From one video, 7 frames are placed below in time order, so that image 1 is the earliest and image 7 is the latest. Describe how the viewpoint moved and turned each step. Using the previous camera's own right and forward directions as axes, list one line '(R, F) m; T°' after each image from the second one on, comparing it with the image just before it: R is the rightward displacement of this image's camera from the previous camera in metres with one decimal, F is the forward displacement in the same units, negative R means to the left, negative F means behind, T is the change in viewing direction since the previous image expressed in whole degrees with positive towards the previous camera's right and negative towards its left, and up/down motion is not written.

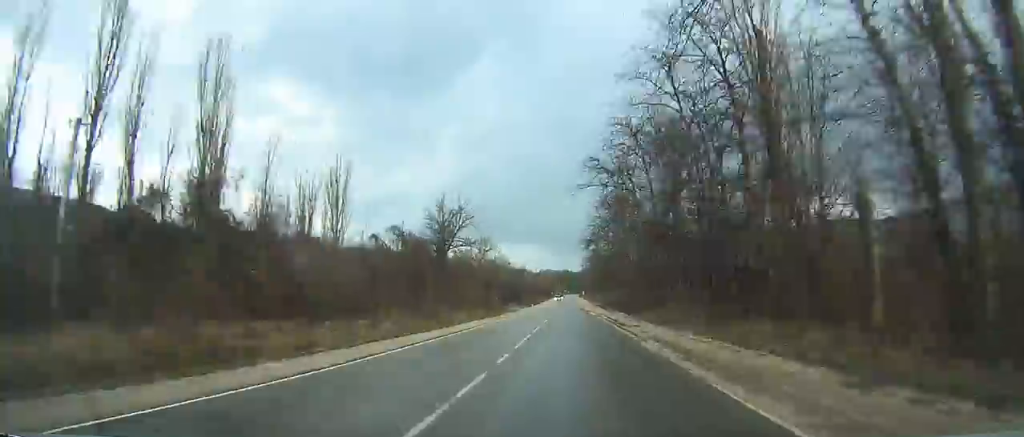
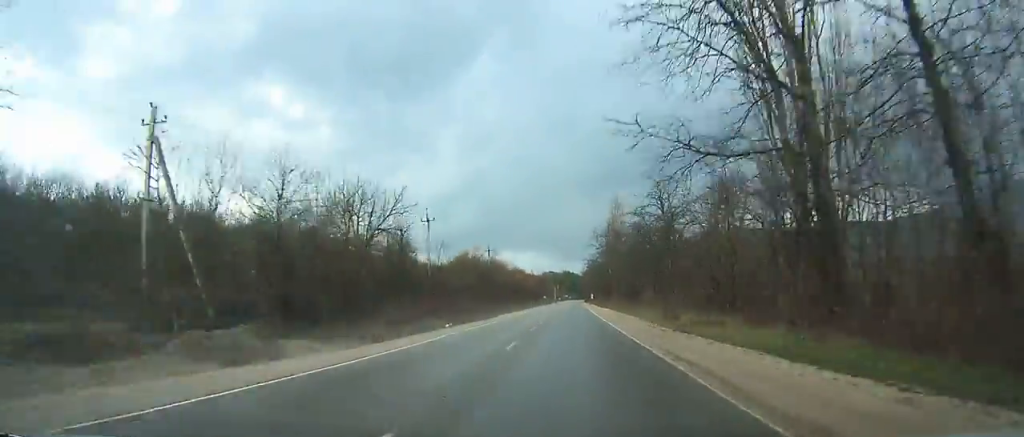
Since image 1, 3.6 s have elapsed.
(-0.2, +82.9) m; 0°
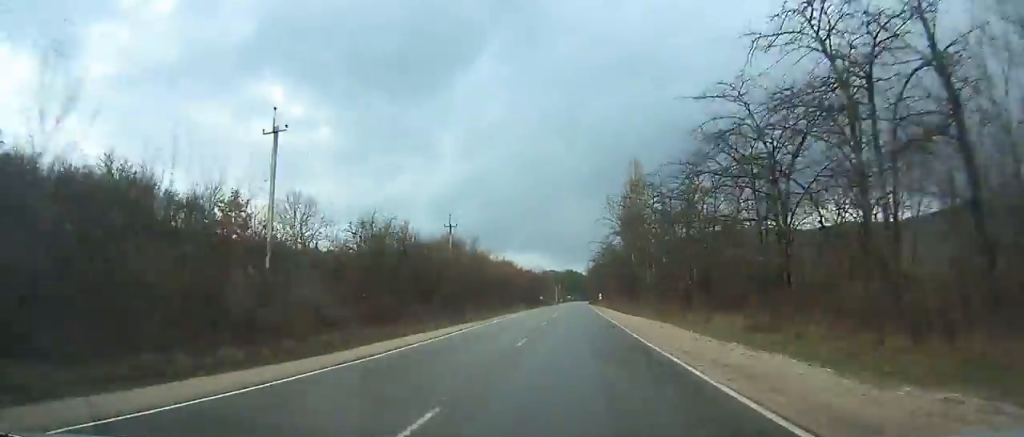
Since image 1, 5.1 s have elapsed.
(0.0, +33.9) m; 0°
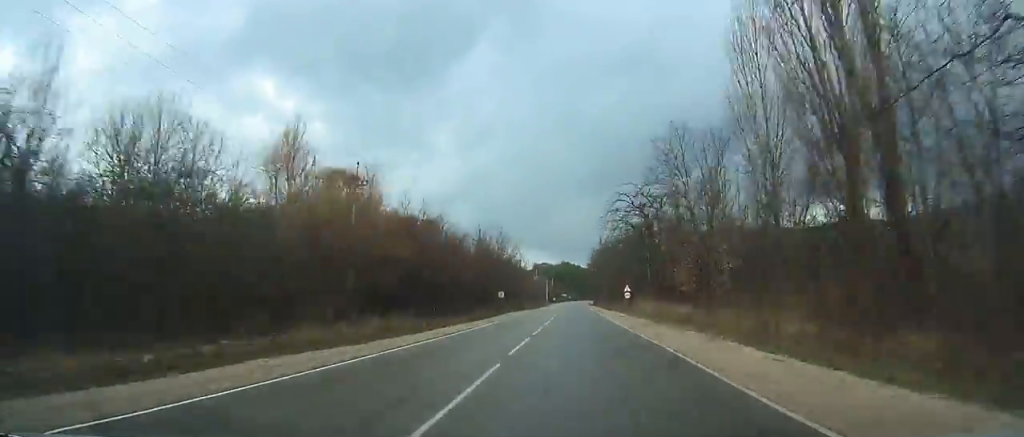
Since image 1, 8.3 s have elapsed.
(-0.2, +71.2) m; 0°
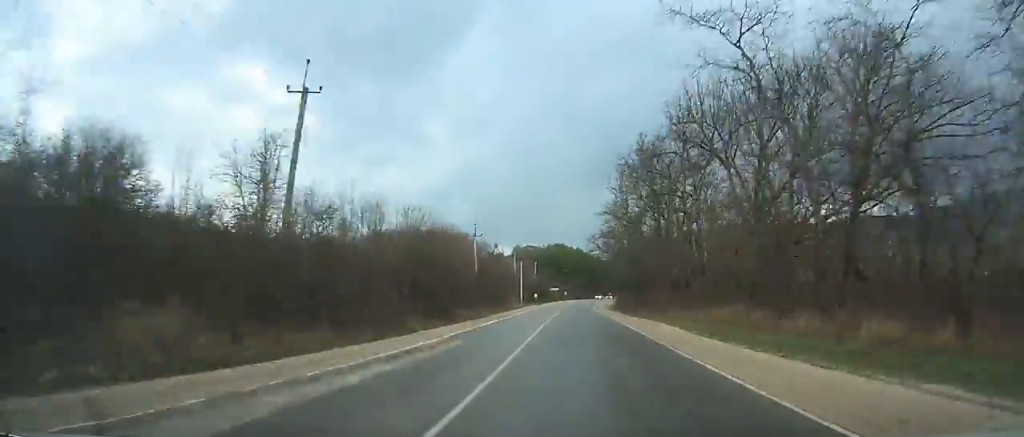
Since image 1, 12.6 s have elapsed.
(+0.7, +91.4) m; +1°
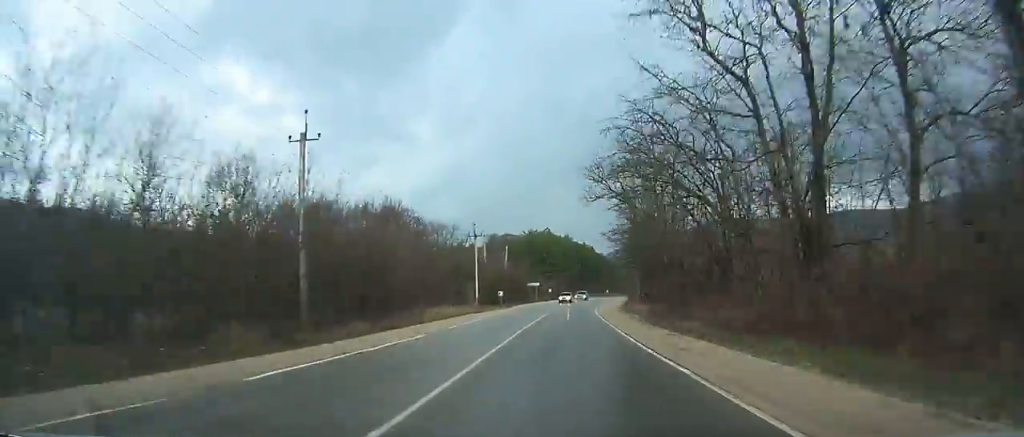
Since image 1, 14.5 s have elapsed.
(+0.2, +37.9) m; +1°
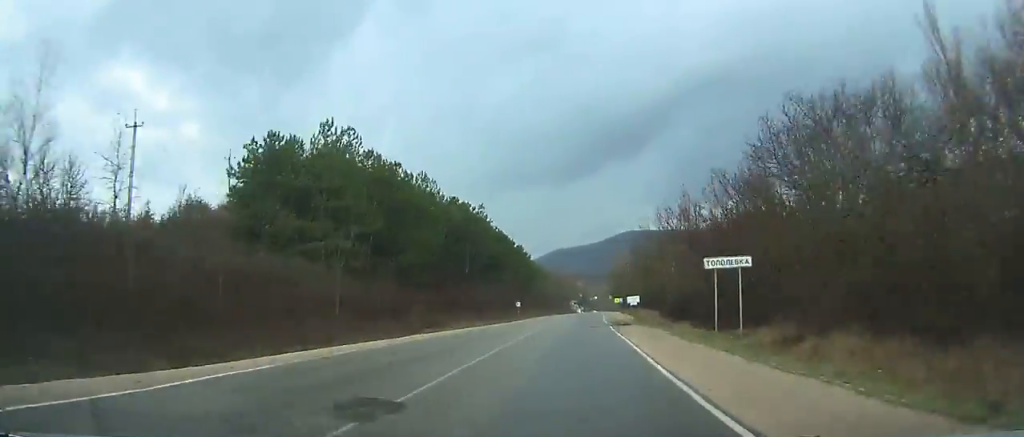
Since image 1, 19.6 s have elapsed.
(+4.3, +94.6) m; +6°
